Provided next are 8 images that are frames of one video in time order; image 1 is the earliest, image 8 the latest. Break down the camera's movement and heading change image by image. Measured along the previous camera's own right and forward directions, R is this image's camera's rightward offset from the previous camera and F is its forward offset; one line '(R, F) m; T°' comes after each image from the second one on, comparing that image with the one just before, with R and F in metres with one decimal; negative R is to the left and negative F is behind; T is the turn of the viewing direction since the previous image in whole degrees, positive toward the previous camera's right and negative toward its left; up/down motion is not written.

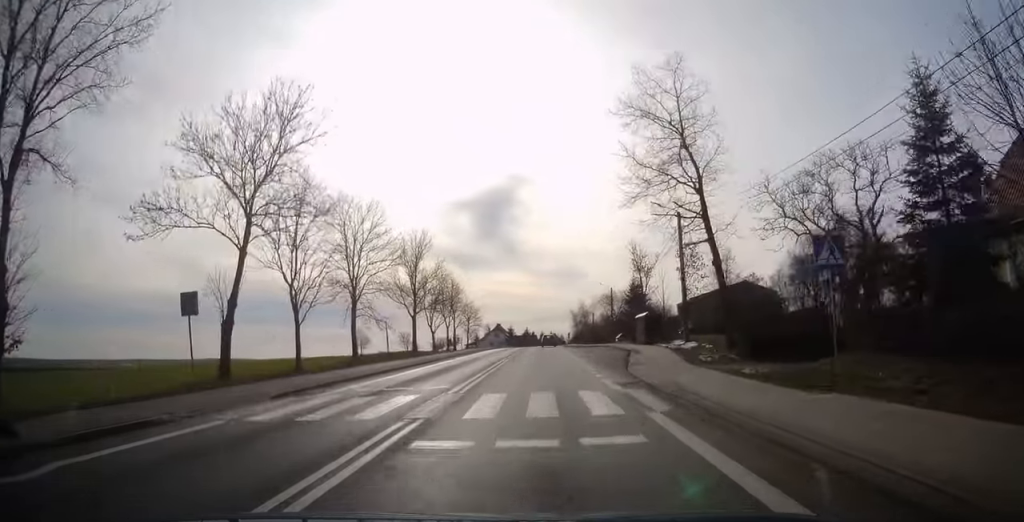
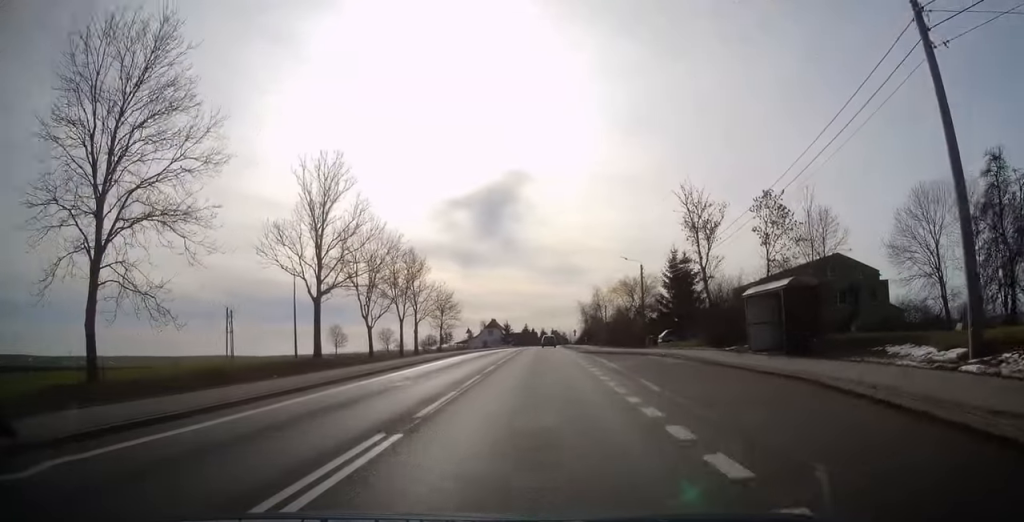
(0.0, +26.0) m; 0°
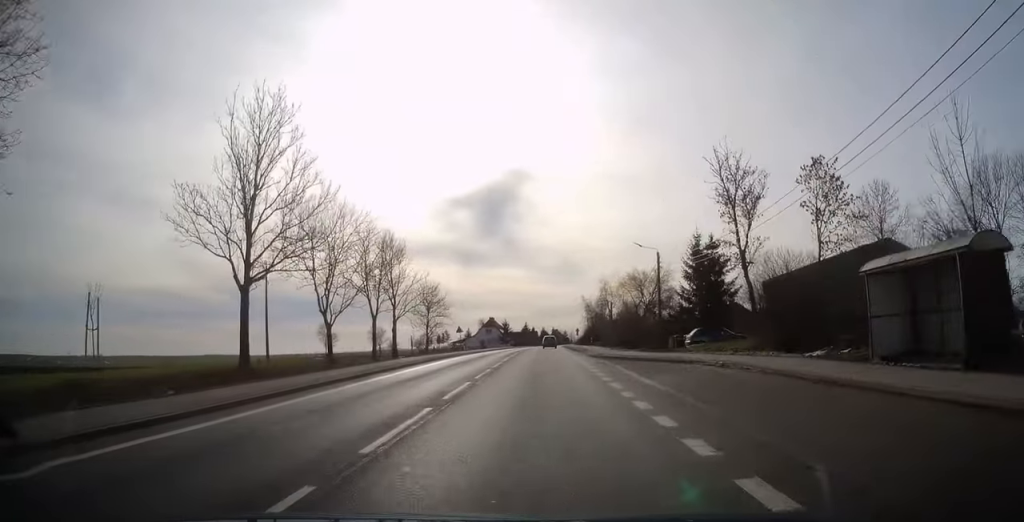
(0.0, +8.8) m; 0°
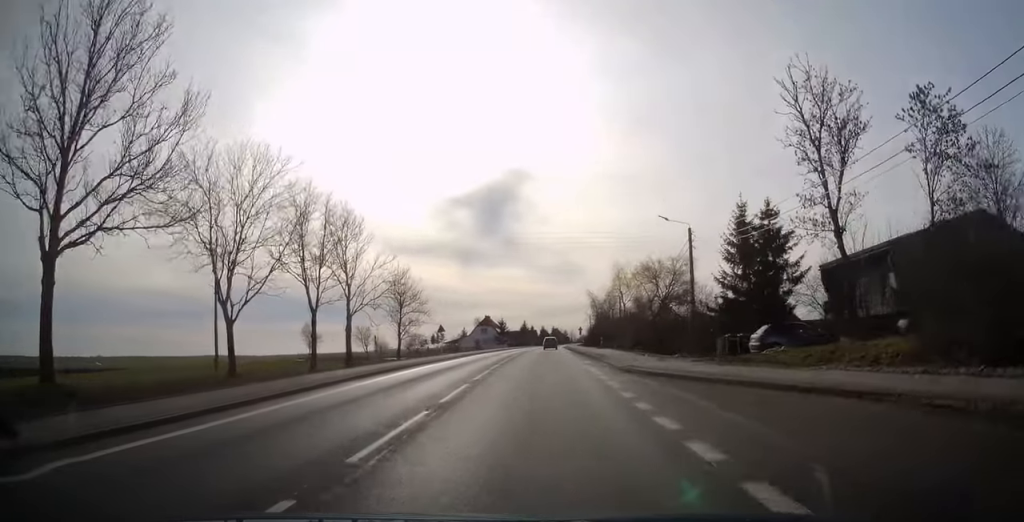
(+0.1, +11.9) m; 0°
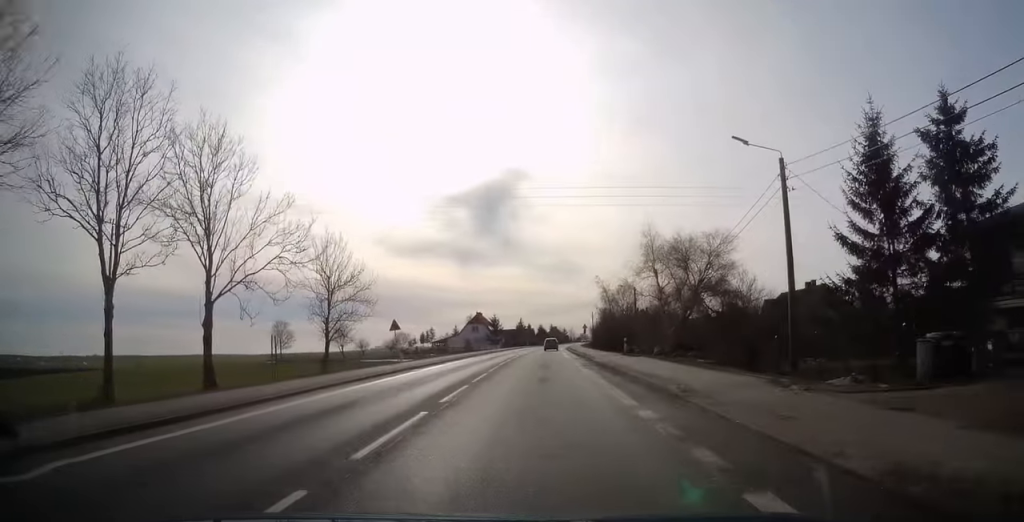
(0.0, +16.9) m; 0°
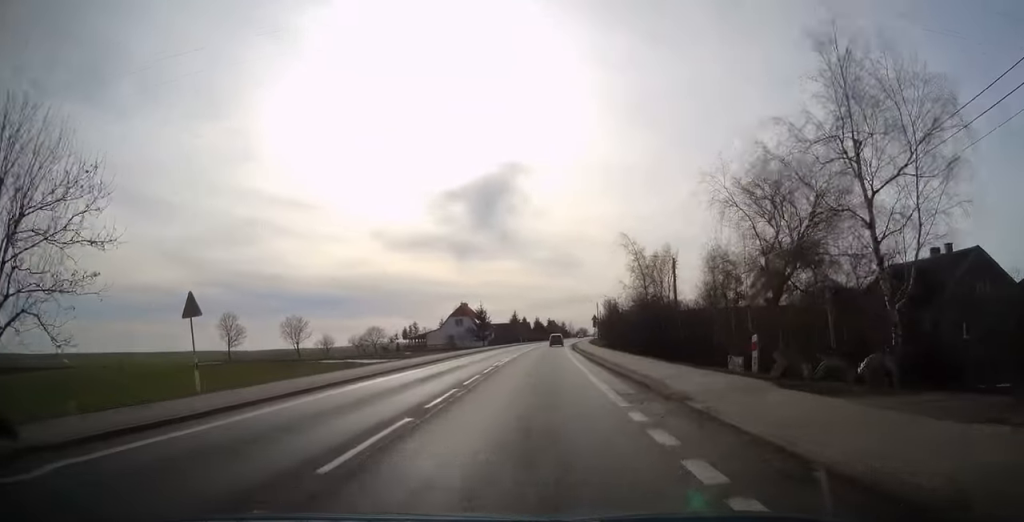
(-0.1, +23.6) m; 0°
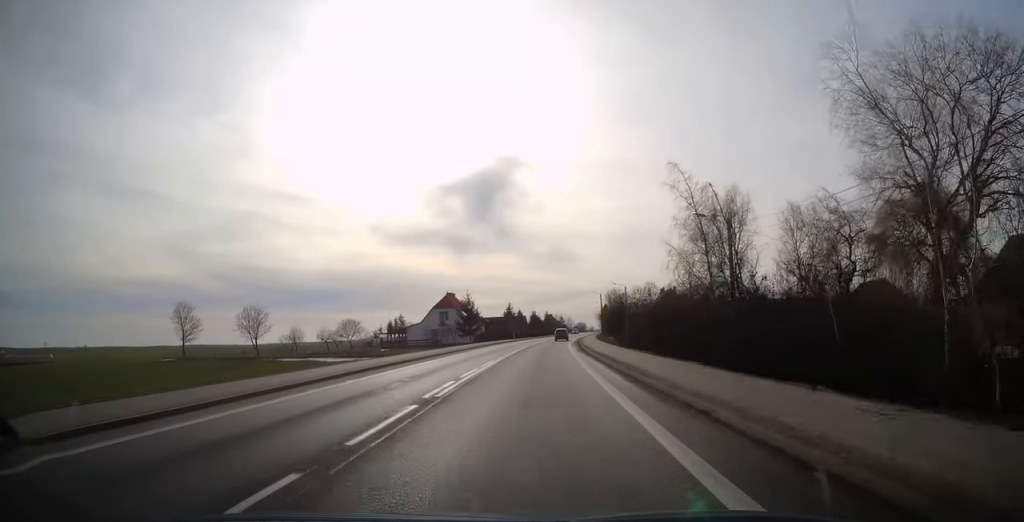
(+0.2, +15.8) m; 0°
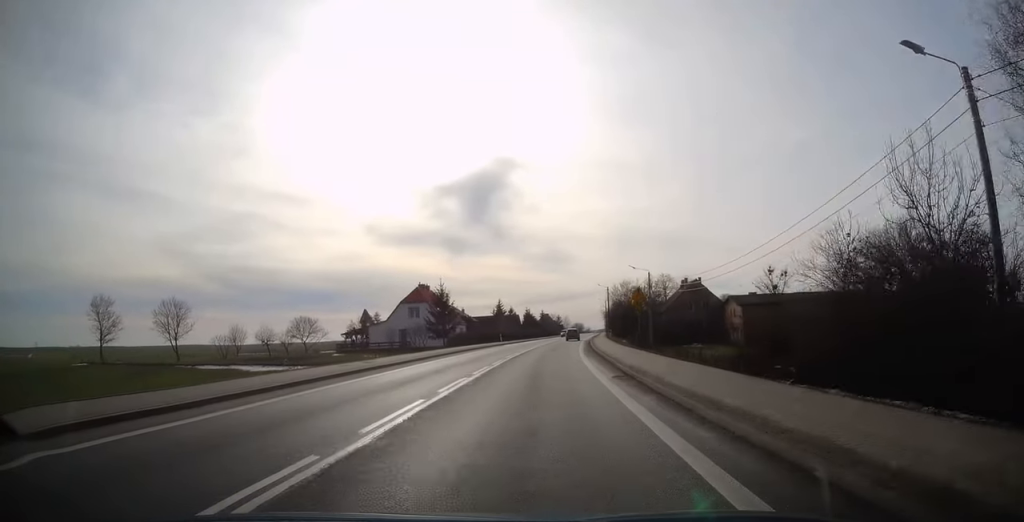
(-0.1, +22.0) m; 0°
